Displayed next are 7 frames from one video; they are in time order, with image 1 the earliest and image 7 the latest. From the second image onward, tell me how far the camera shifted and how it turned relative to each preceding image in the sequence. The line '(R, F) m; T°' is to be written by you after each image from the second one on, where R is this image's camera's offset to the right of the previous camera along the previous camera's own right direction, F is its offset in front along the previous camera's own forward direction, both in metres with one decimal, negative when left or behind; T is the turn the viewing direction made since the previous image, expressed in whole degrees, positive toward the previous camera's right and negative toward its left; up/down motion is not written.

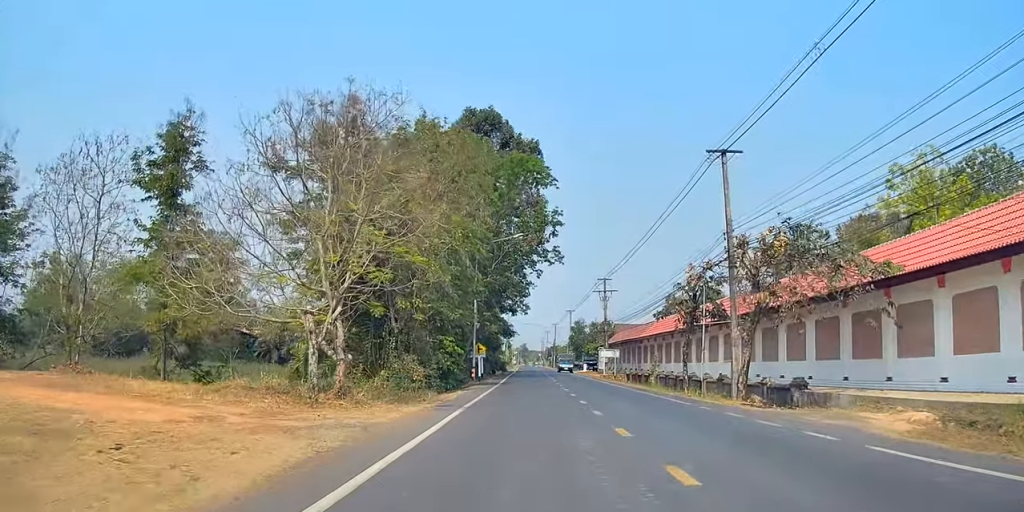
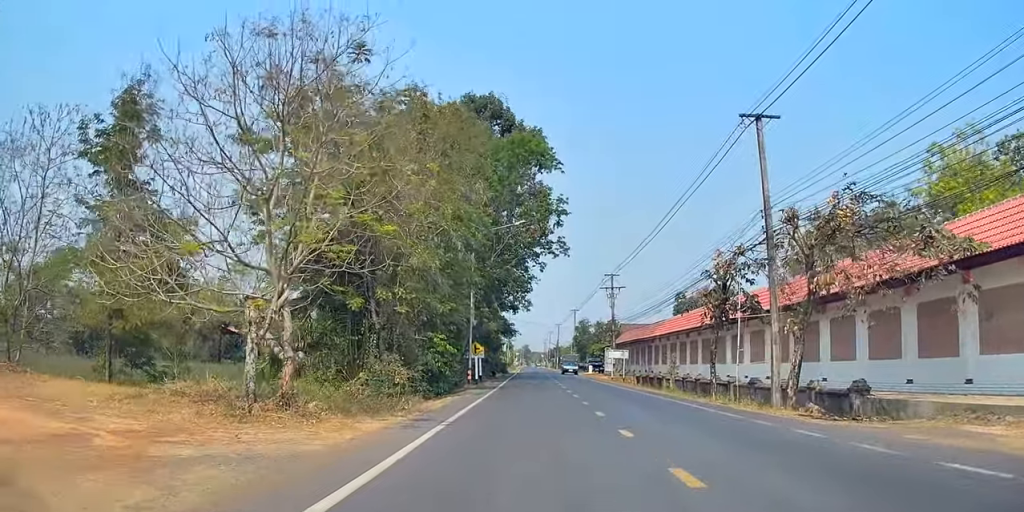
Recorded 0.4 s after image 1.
(-0.1, +3.6) m; +1°
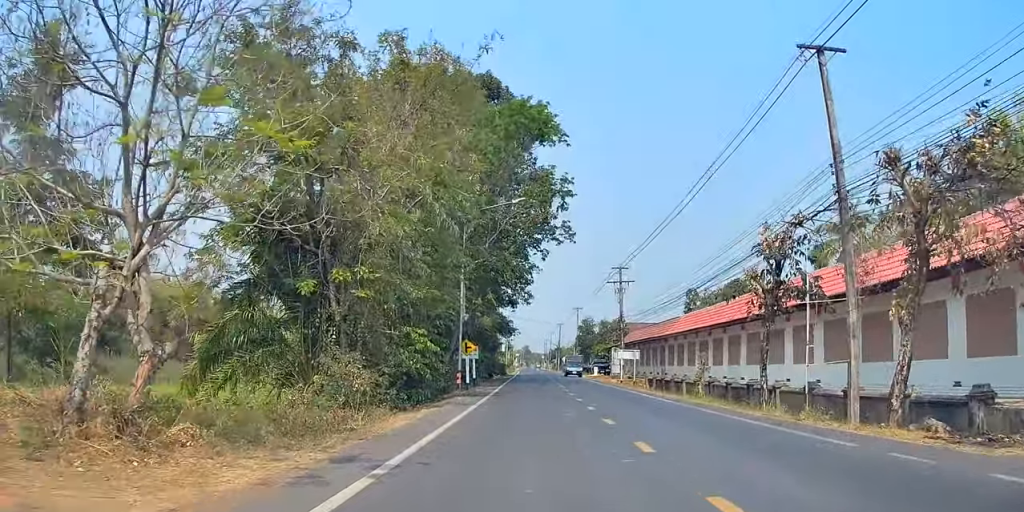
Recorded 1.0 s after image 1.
(-0.2, +4.6) m; +2°
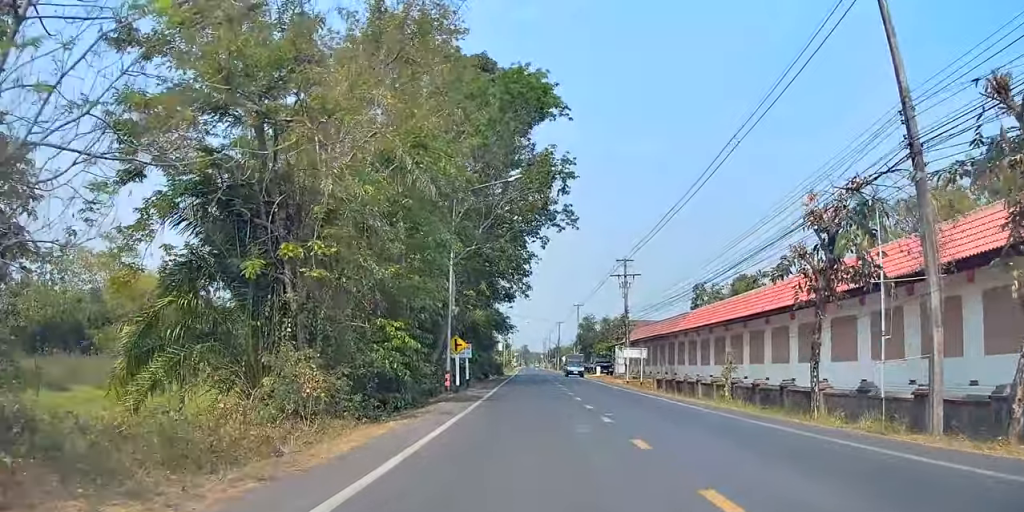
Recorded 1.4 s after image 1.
(+0.3, +3.5) m; +1°
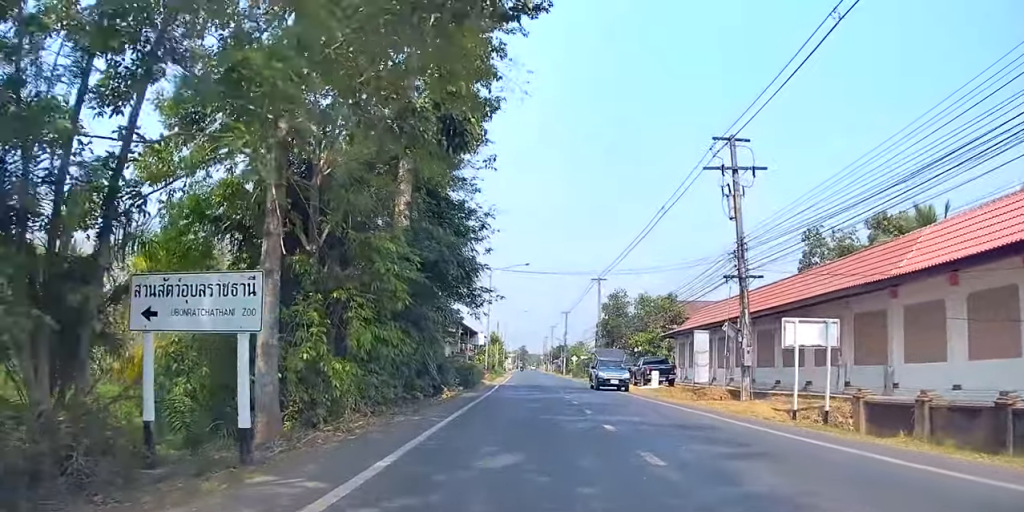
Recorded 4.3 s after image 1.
(+1.3, +26.8) m; +3°
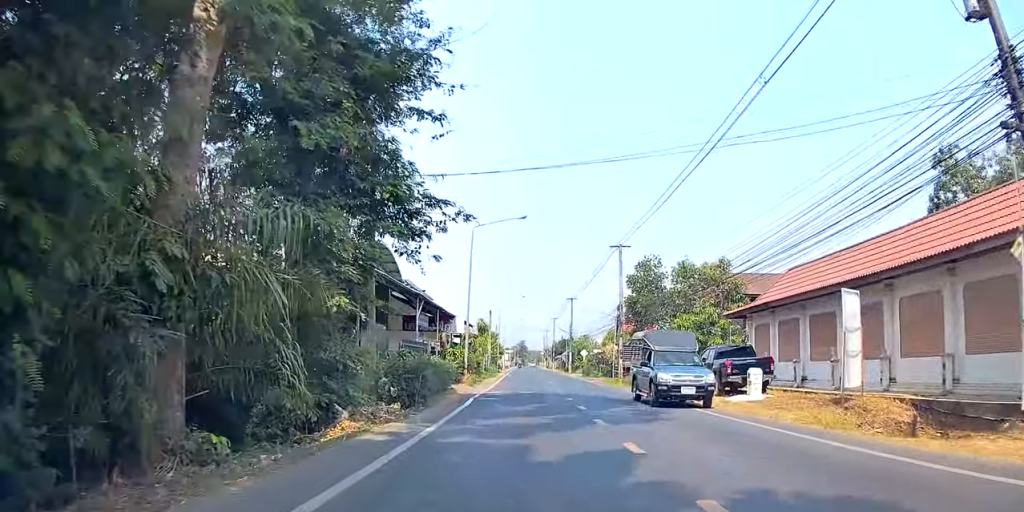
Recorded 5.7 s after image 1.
(-0.4, +14.9) m; -2°
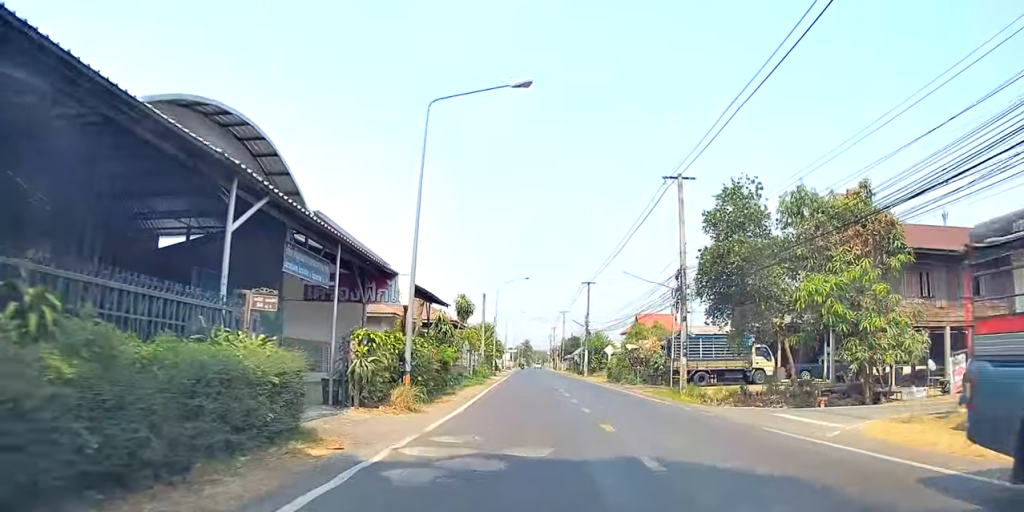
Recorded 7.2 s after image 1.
(+0.1, +16.8) m; 0°
